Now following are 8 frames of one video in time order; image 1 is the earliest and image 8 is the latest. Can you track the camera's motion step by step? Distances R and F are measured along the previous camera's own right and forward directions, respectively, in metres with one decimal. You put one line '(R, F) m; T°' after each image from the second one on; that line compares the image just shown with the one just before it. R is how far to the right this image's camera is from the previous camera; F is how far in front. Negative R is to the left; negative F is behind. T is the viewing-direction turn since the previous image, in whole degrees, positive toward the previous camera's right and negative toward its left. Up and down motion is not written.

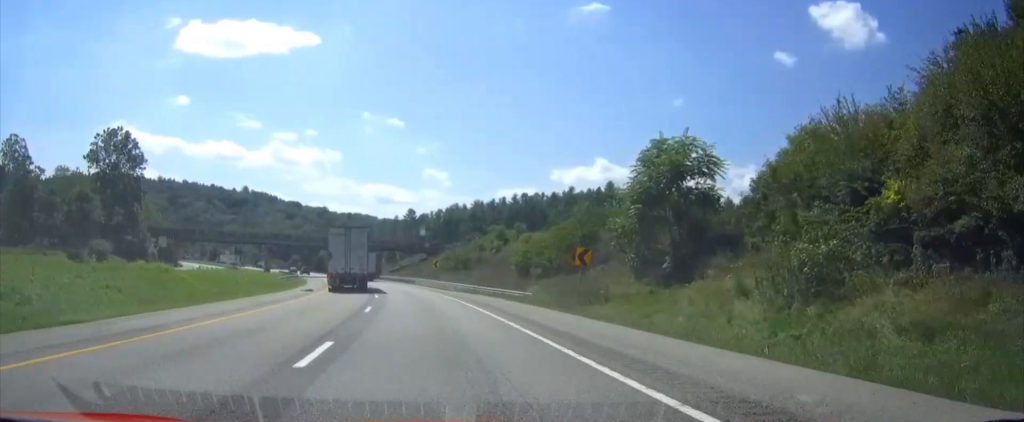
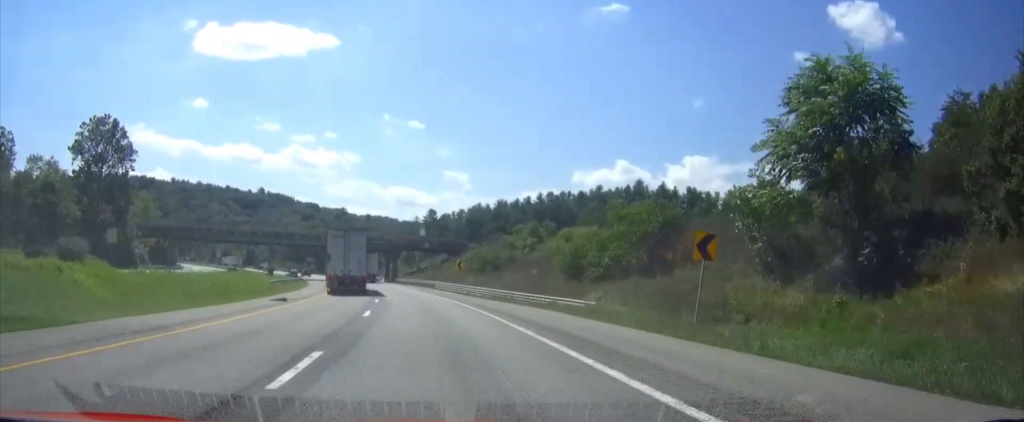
(-0.2, +13.6) m; -1°
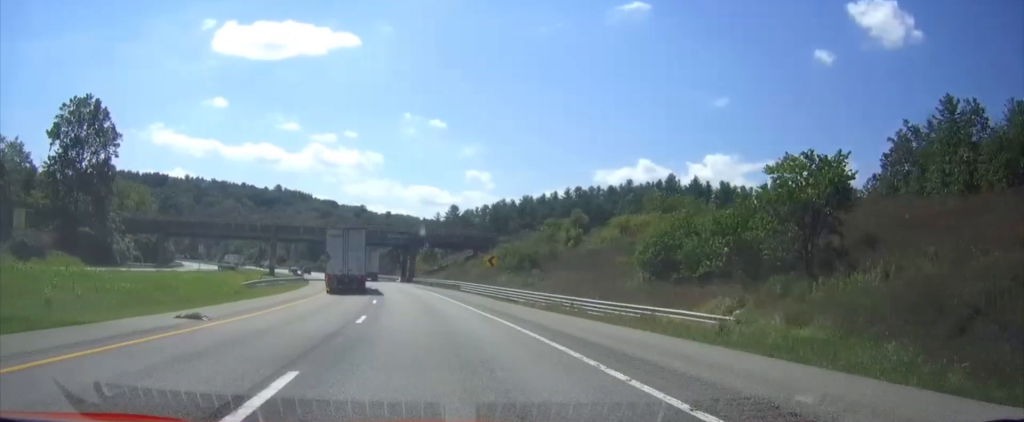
(-0.2, +14.5) m; -1°
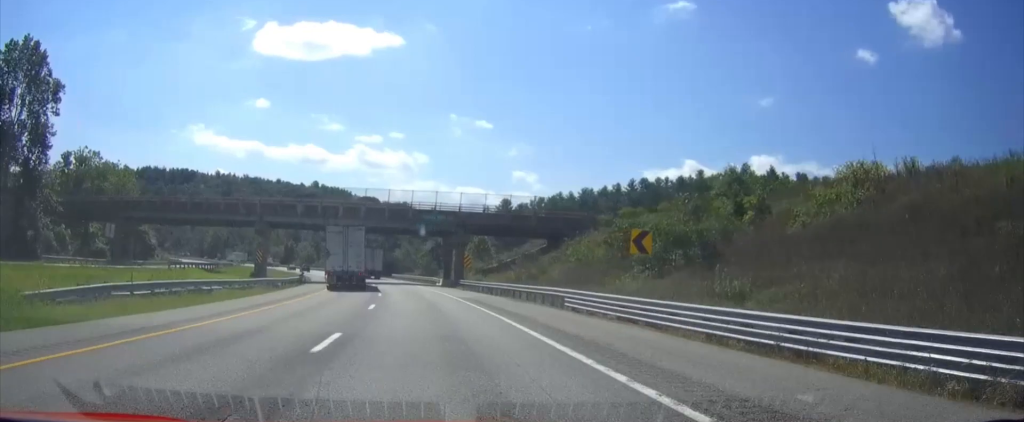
(-0.8, +31.7) m; -4°
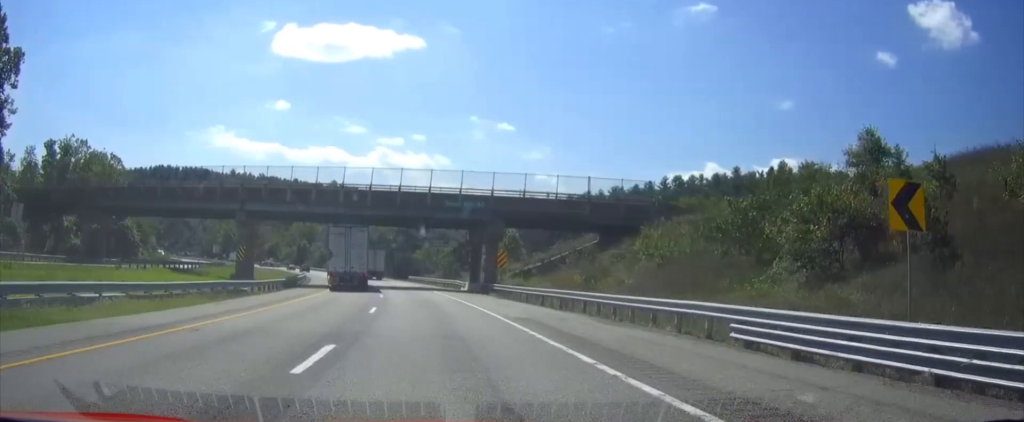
(0.0, +14.4) m; -2°
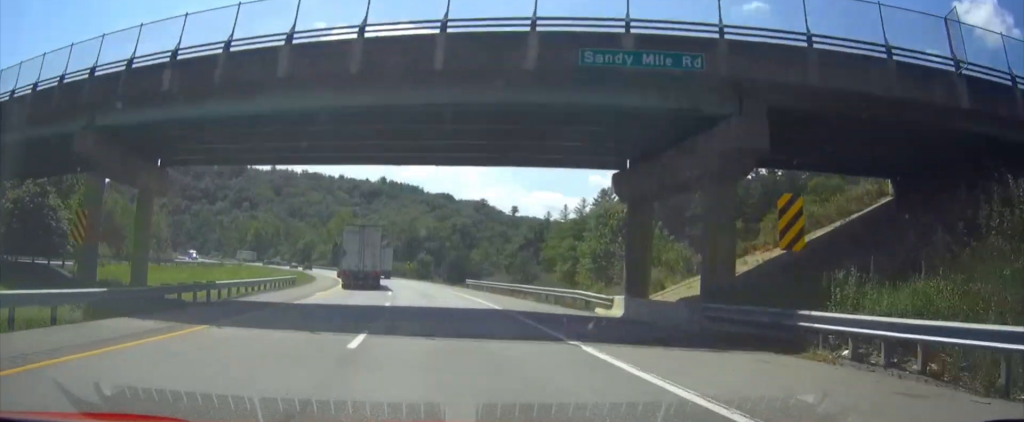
(-1.9, +35.0) m; -5°
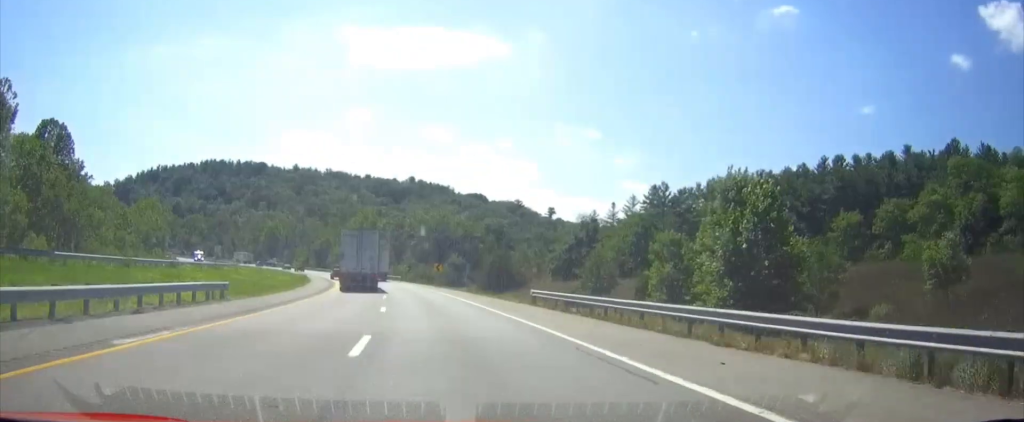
(-0.7, +25.1) m; -3°
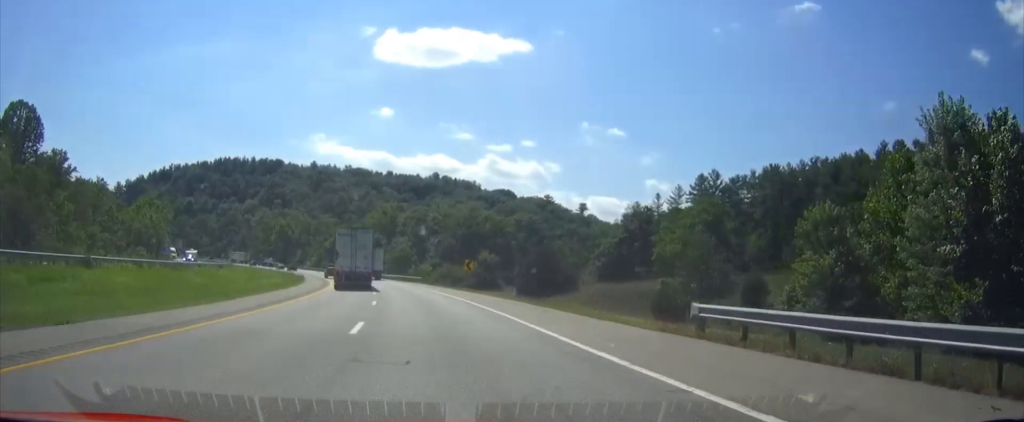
(-0.2, +20.6) m; -2°
